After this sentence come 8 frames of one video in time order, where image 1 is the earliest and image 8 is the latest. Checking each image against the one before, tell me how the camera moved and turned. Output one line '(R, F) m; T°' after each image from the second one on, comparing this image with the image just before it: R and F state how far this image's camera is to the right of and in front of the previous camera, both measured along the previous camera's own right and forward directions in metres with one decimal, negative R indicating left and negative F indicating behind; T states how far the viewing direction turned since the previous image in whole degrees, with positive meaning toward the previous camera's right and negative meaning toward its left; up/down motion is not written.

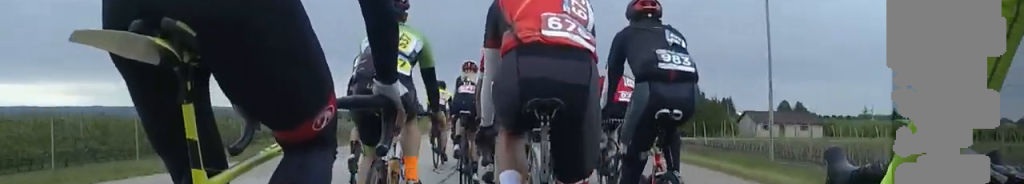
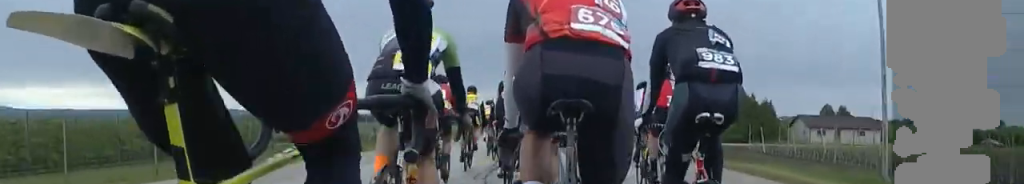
(+0.1, +6.8) m; -1°
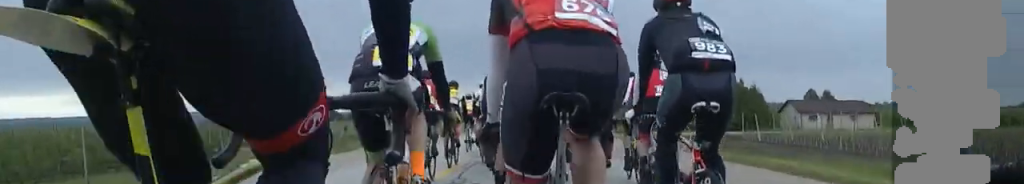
(0.0, +3.4) m; 0°
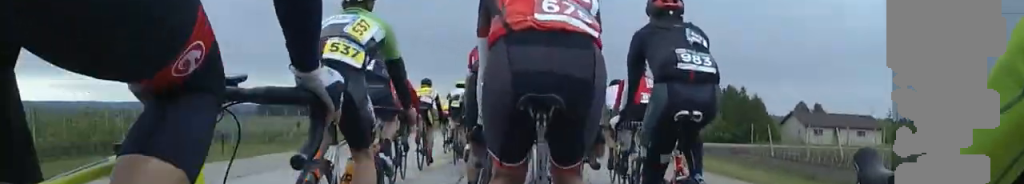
(-0.3, +7.1) m; +2°
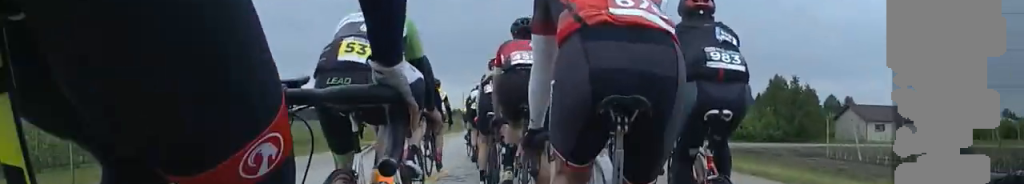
(+0.4, +9.6) m; -1°
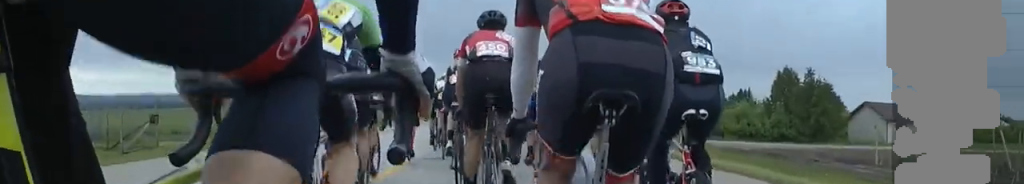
(-0.1, +8.6) m; +1°
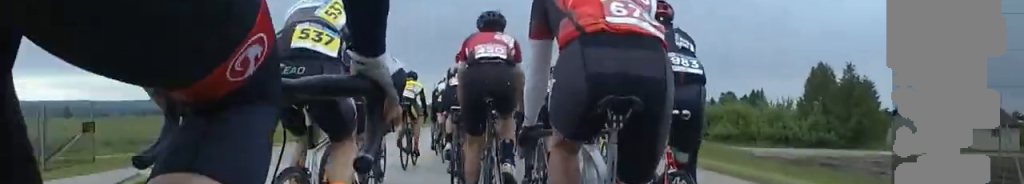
(+0.3, +5.5) m; 0°
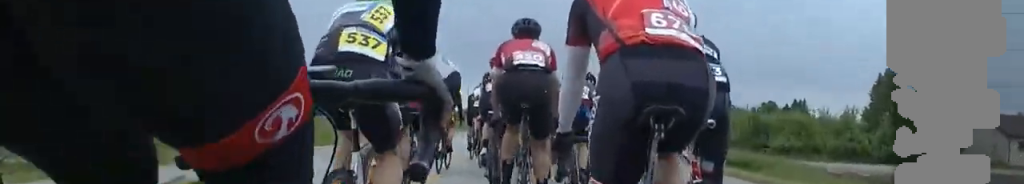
(-0.7, +4.6) m; -1°
